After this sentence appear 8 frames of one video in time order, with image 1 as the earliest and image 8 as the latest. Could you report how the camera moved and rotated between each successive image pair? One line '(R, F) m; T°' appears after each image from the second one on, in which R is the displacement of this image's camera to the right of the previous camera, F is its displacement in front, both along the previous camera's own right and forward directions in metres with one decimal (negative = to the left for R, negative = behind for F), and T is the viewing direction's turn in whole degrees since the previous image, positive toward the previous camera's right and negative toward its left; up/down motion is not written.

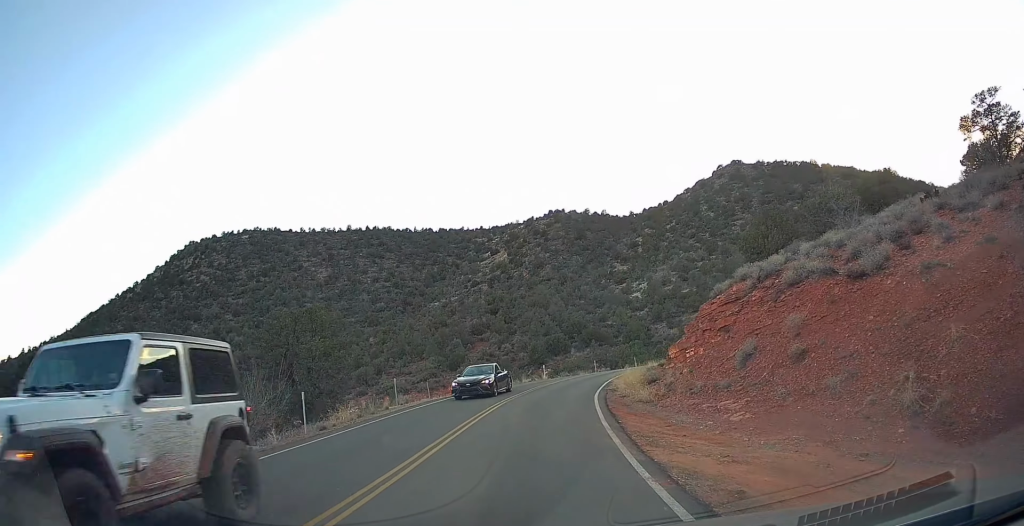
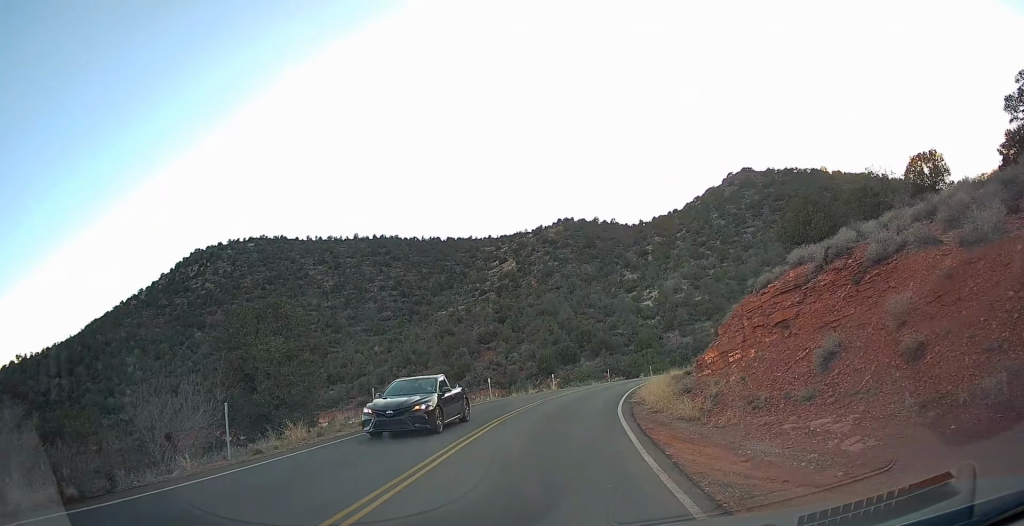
(-0.2, +3.9) m; -4°
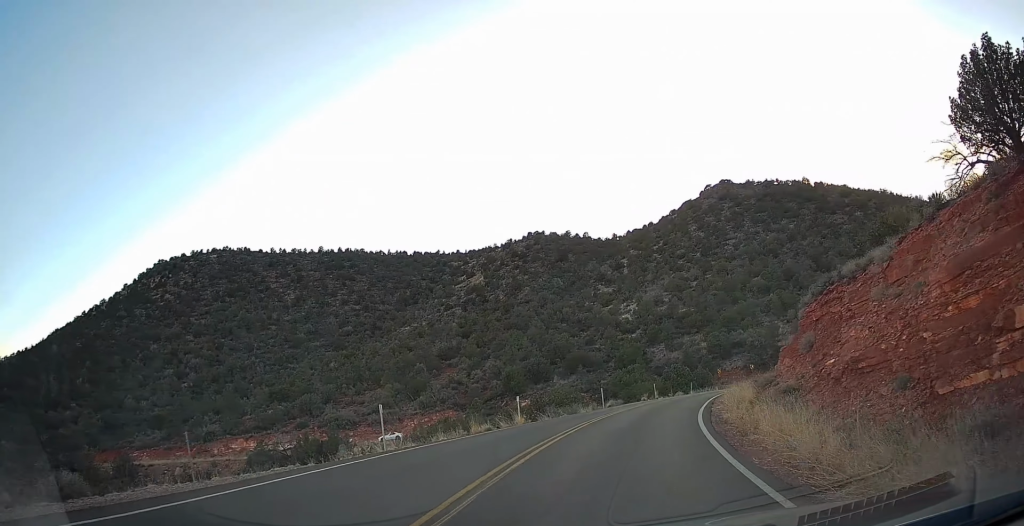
(-0.6, +15.6) m; +1°
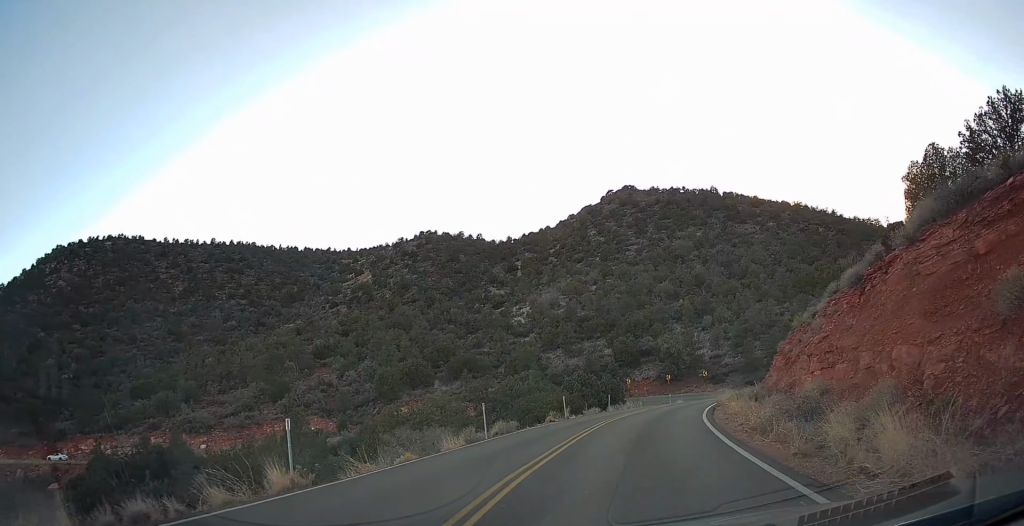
(+0.8, +14.5) m; +7°
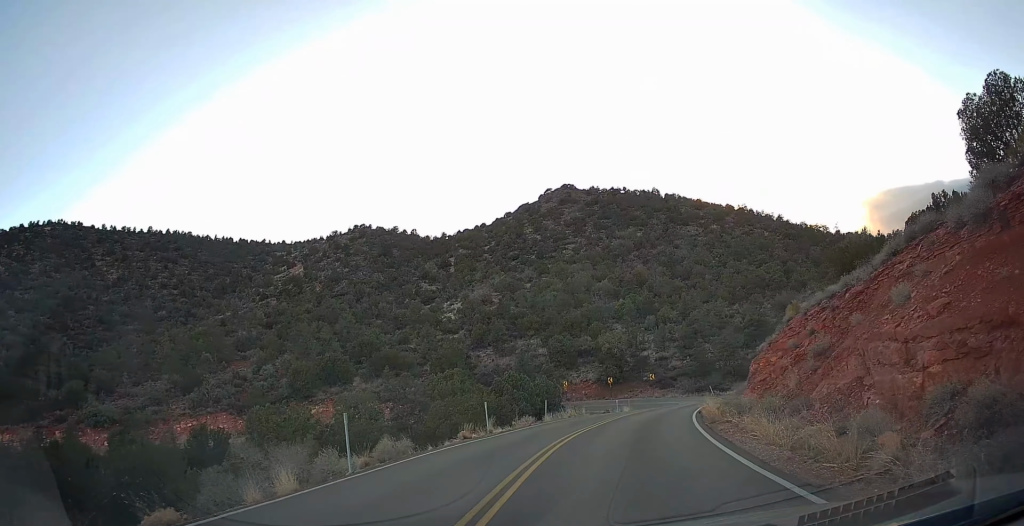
(+0.2, +8.2) m; +6°
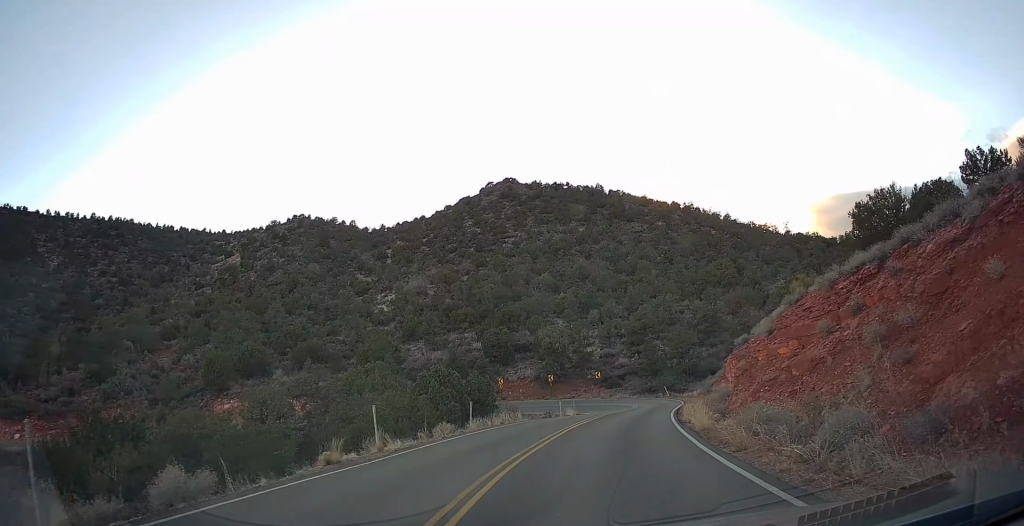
(+0.6, +7.4) m; +6°
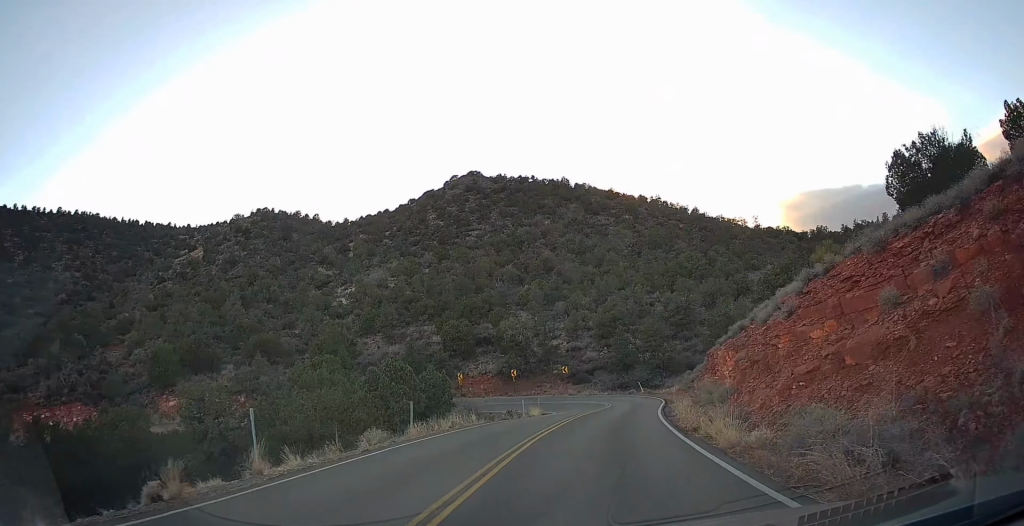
(+0.1, +5.0) m; +4°
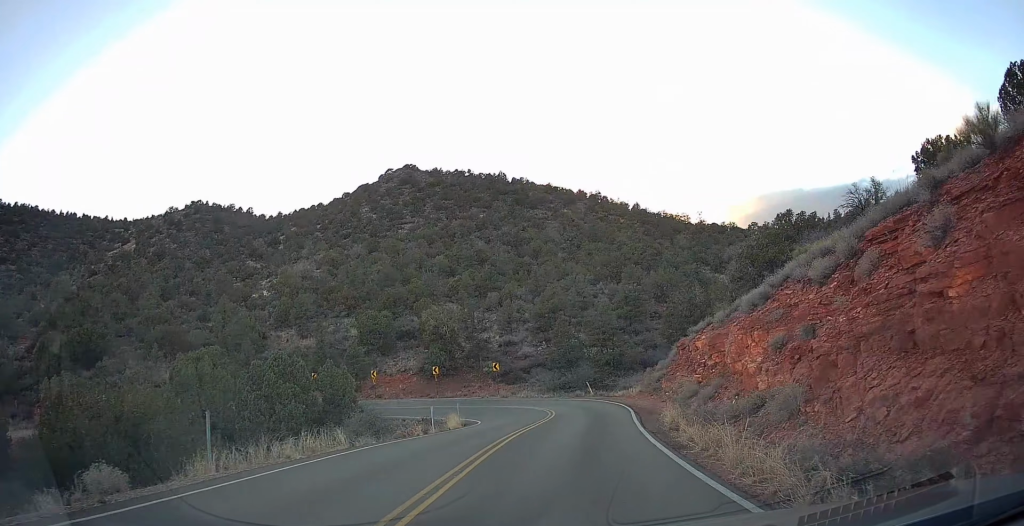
(+0.6, +10.1) m; +6°
